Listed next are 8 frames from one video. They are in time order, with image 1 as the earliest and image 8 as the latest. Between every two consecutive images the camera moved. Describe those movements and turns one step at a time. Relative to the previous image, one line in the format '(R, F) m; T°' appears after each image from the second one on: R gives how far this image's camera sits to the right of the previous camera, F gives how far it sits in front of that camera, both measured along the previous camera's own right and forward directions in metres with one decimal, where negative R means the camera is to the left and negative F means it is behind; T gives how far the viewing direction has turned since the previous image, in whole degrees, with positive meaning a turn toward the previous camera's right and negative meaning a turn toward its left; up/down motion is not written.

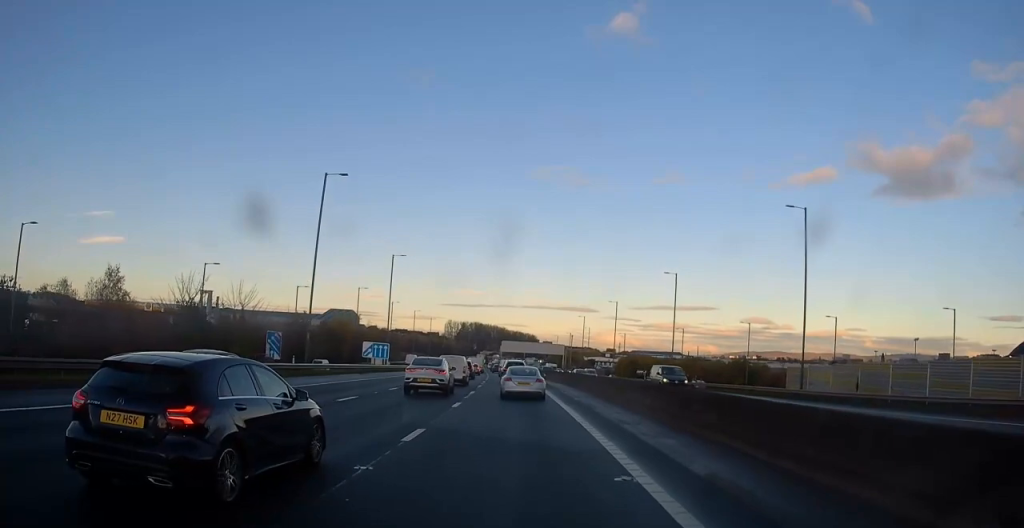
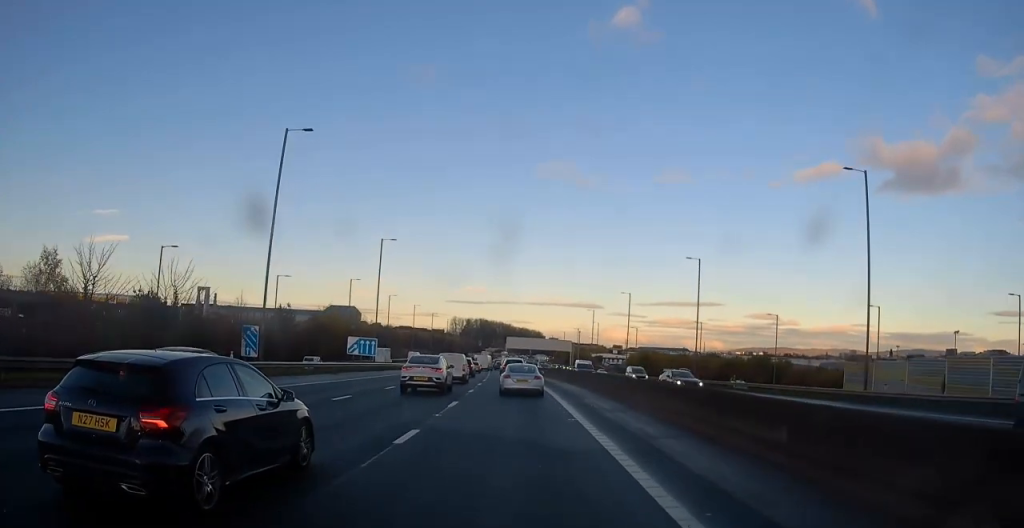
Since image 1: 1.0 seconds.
(-0.4, +9.3) m; 0°
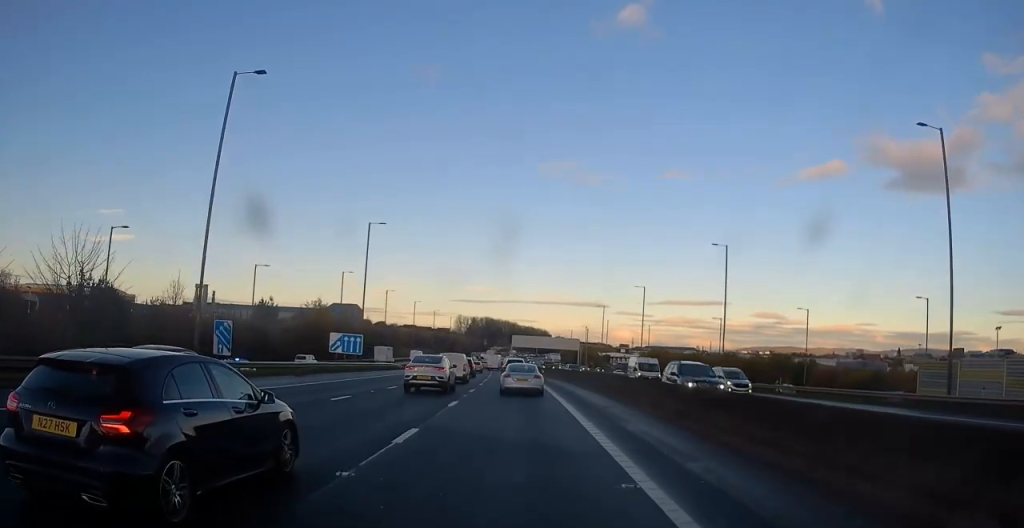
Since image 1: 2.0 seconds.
(+0.4, +8.7) m; 0°
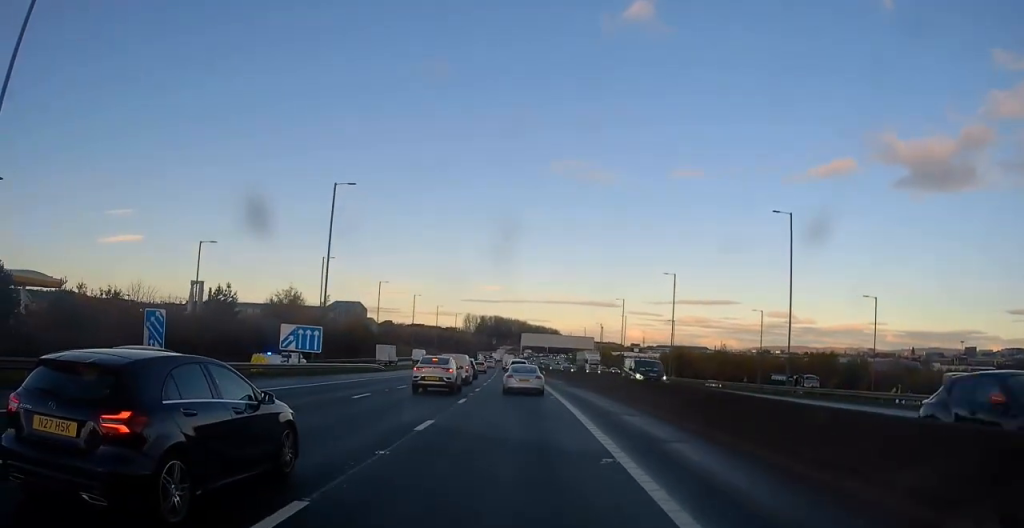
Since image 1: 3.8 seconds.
(-0.8, +15.6) m; -3°
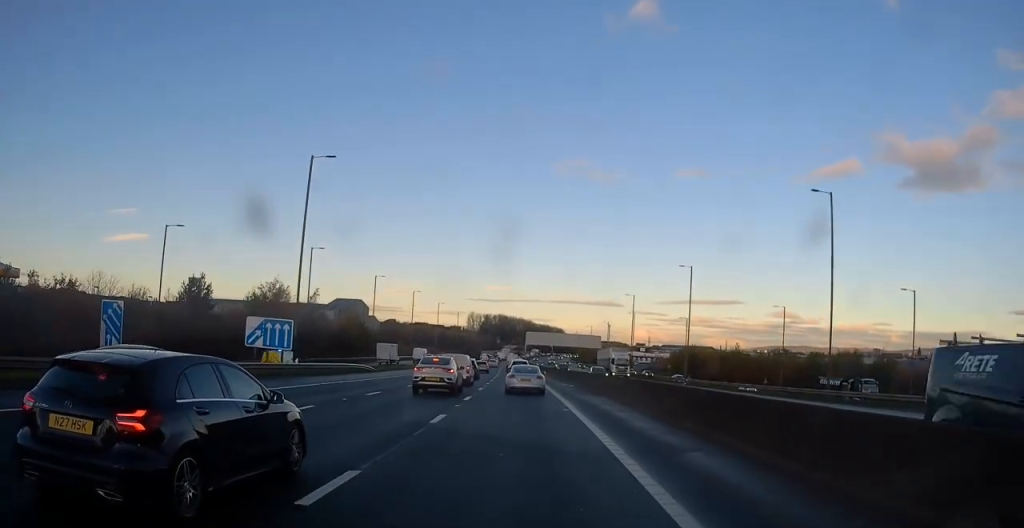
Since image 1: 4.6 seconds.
(0.0, +7.1) m; +2°
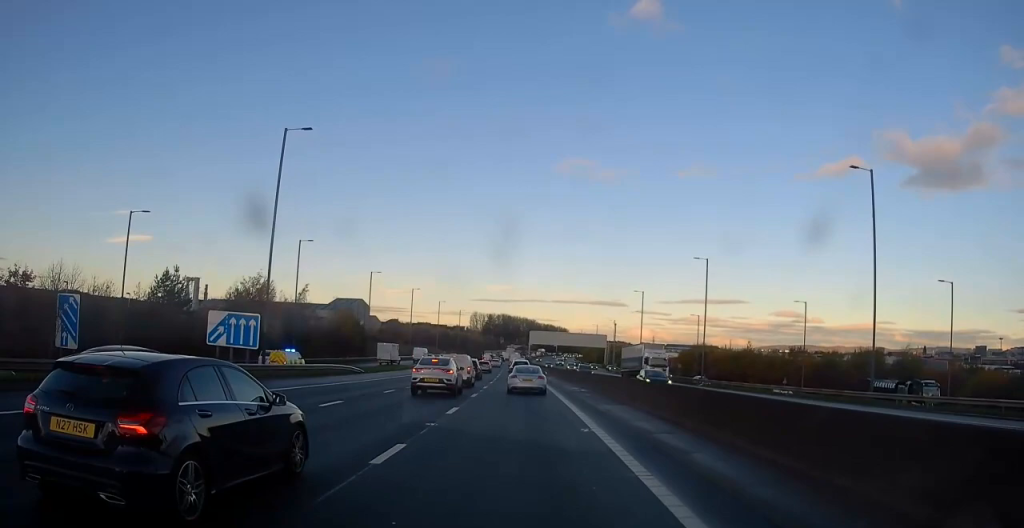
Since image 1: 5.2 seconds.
(0.0, +6.0) m; +1°
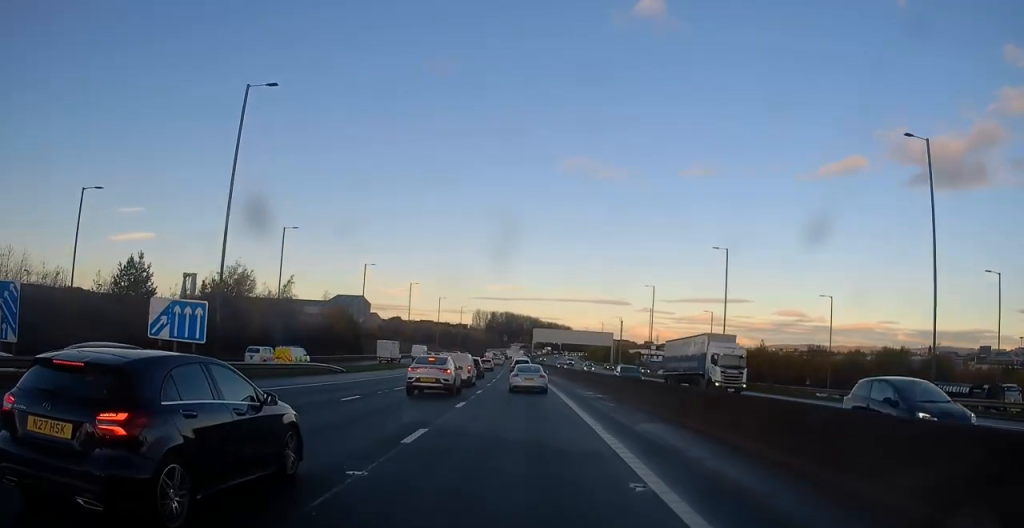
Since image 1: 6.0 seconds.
(+0.3, +6.6) m; 0°
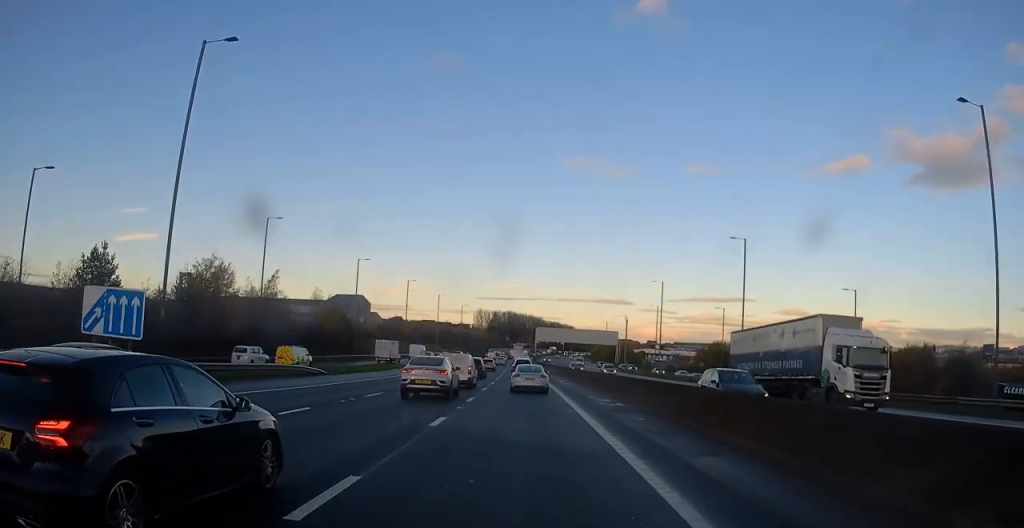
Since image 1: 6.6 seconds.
(-0.2, +5.6) m; -2°
